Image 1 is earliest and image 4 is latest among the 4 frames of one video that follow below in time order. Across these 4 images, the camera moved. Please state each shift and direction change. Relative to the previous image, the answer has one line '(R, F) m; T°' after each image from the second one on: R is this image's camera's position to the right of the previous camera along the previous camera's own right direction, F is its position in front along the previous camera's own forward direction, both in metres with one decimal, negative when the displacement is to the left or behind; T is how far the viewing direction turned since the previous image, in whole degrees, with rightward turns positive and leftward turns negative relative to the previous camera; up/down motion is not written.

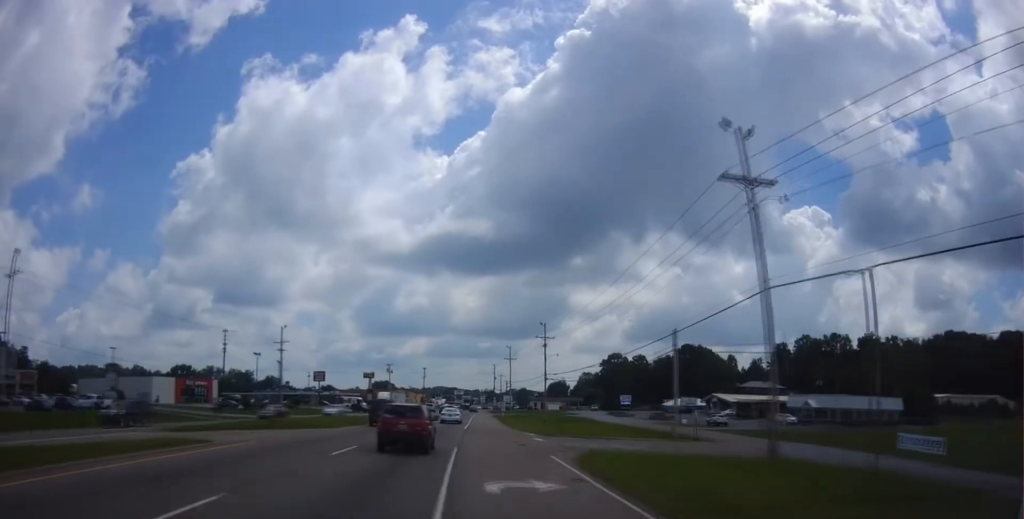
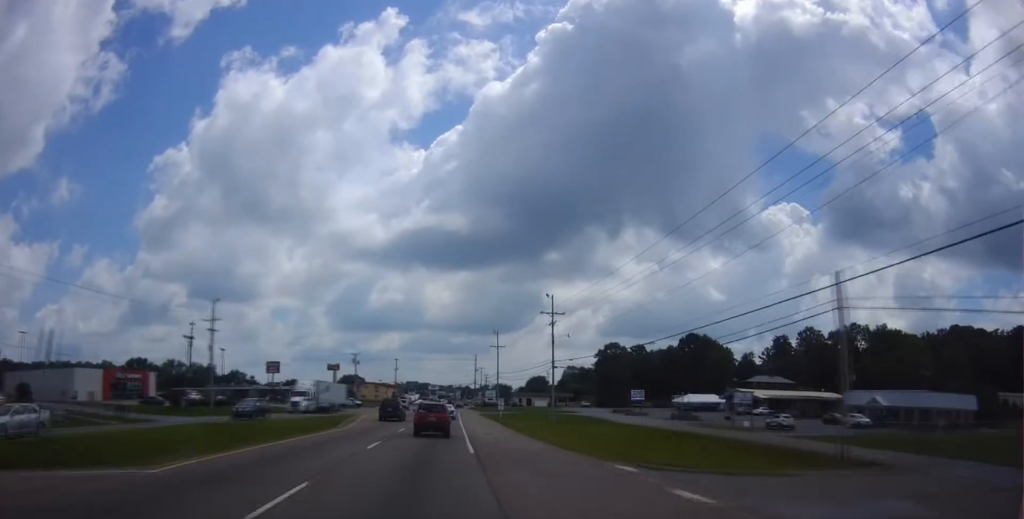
(+0.2, +22.5) m; +1°
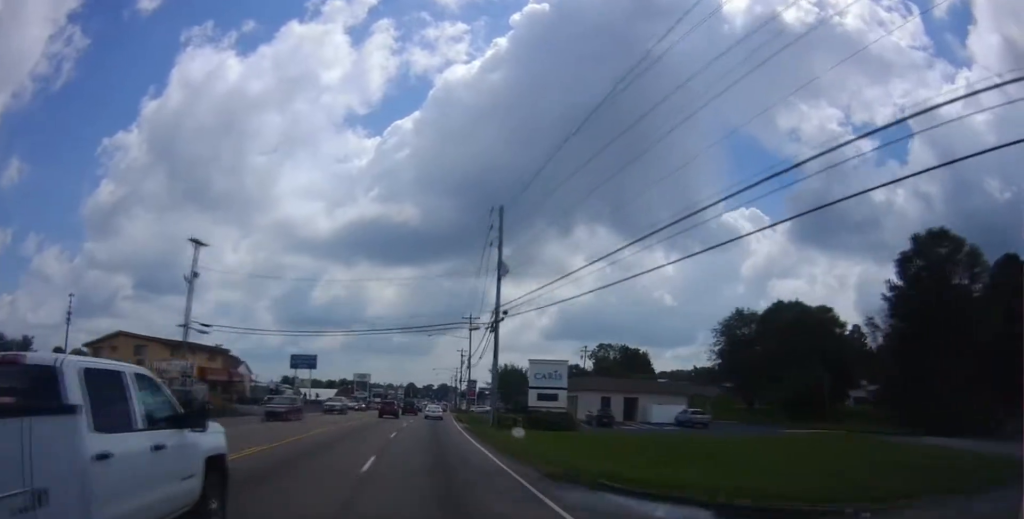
(+7.5, +127.8) m; +6°
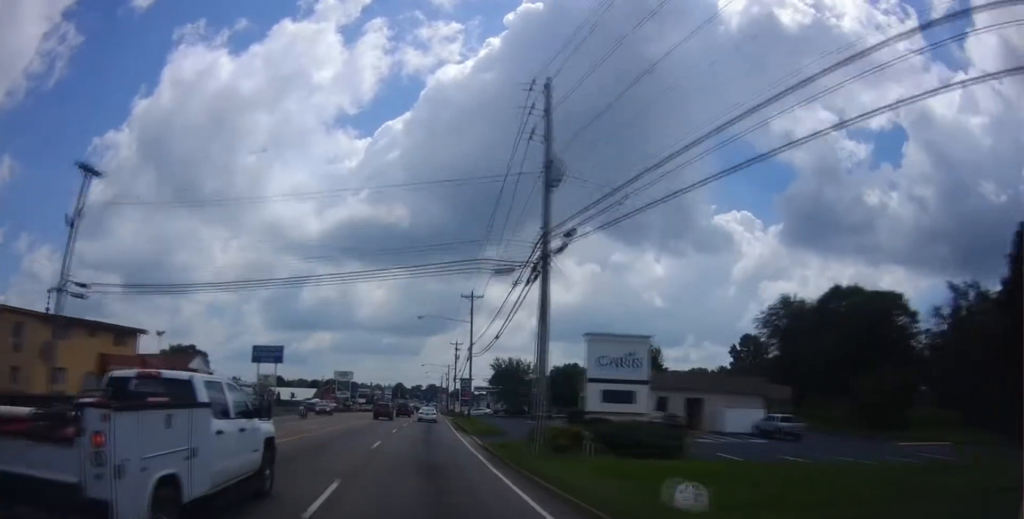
(+0.2, +17.2) m; +1°
